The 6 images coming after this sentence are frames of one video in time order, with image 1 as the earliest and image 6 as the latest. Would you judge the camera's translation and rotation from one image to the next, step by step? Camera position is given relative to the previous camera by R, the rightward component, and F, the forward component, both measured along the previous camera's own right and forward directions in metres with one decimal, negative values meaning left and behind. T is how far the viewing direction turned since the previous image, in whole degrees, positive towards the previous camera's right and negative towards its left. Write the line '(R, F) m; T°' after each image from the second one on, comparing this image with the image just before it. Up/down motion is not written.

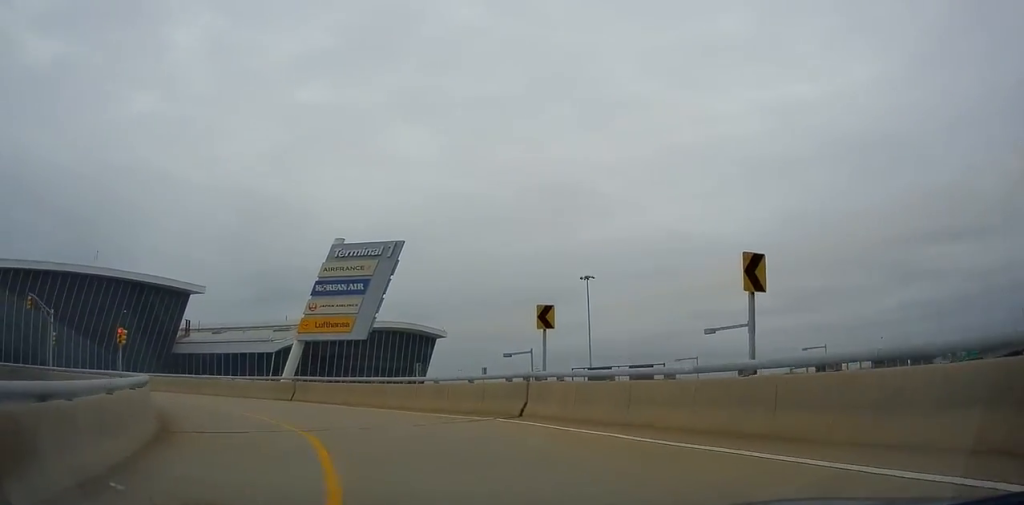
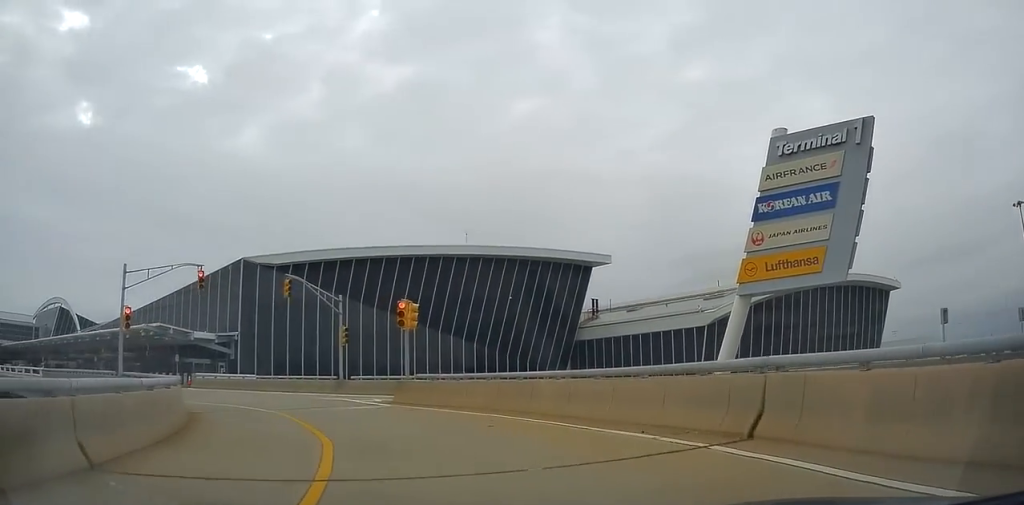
(-3.9, +24.3) m; -23°
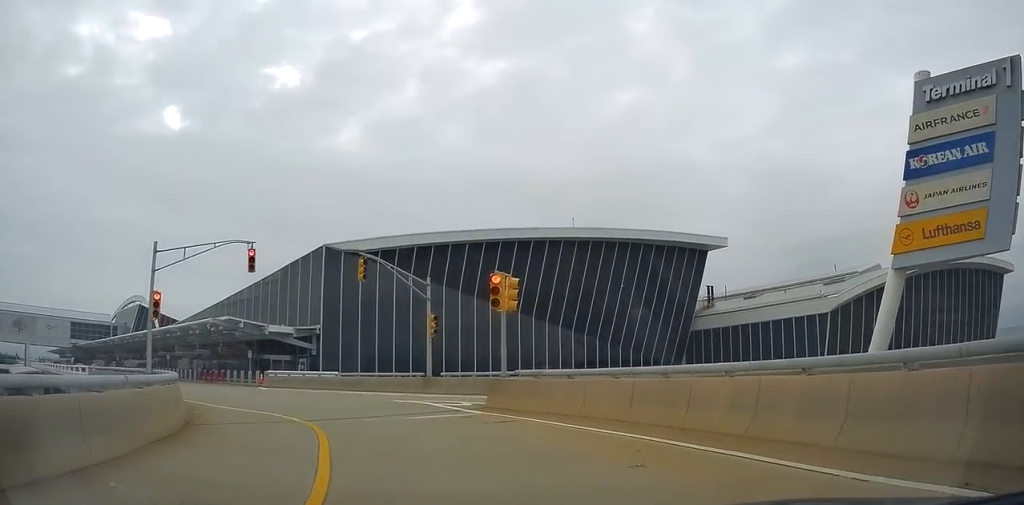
(-0.7, +6.7) m; -11°
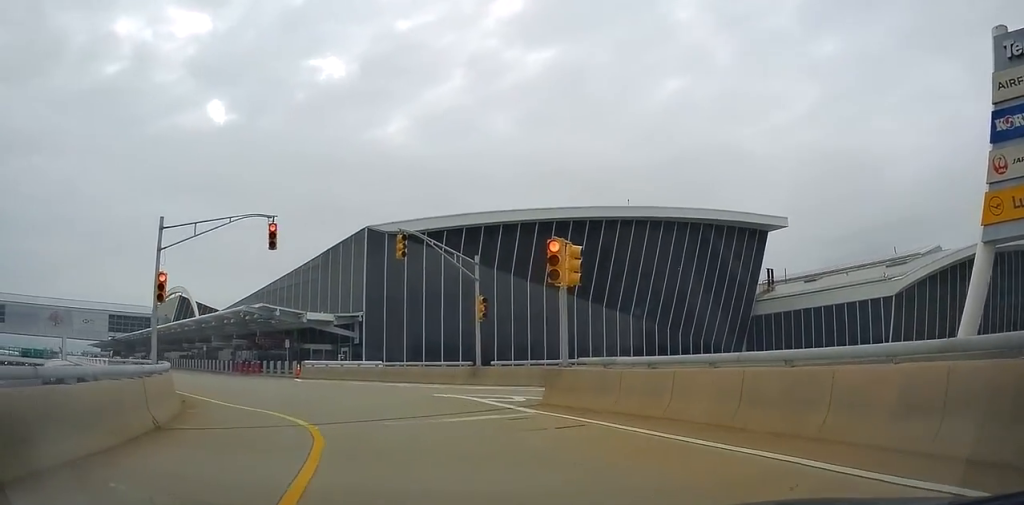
(-0.3, +4.0) m; -8°
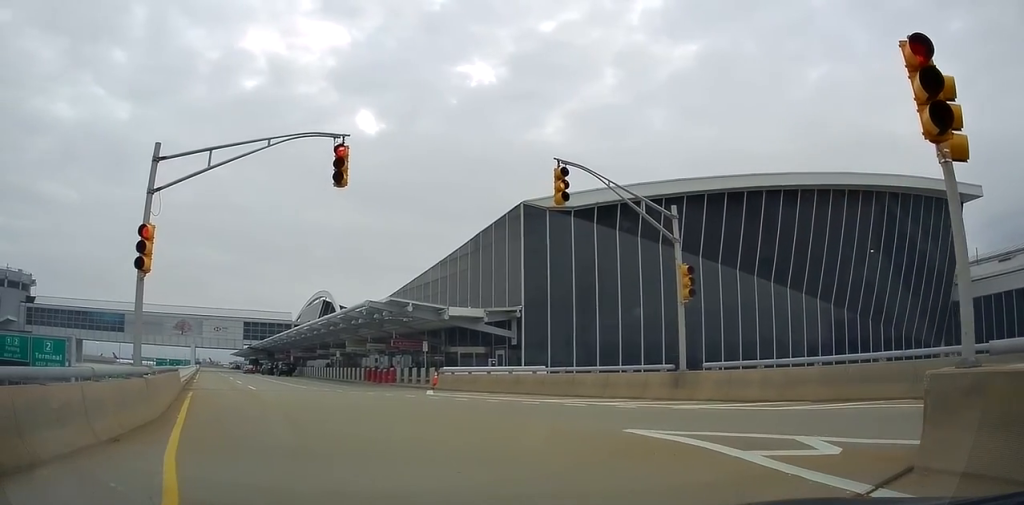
(-6.0, +17.0) m; -38°
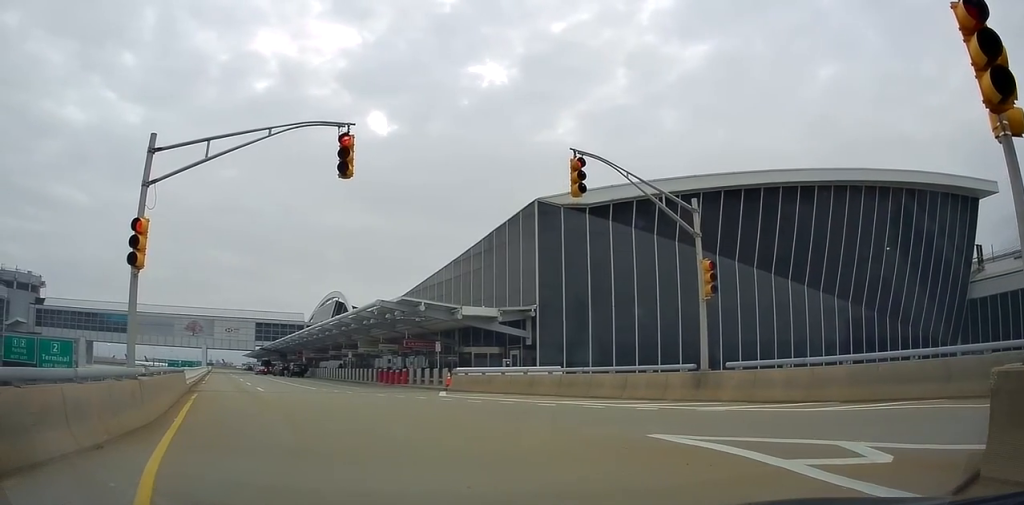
(-0.4, +3.8) m; -6°
